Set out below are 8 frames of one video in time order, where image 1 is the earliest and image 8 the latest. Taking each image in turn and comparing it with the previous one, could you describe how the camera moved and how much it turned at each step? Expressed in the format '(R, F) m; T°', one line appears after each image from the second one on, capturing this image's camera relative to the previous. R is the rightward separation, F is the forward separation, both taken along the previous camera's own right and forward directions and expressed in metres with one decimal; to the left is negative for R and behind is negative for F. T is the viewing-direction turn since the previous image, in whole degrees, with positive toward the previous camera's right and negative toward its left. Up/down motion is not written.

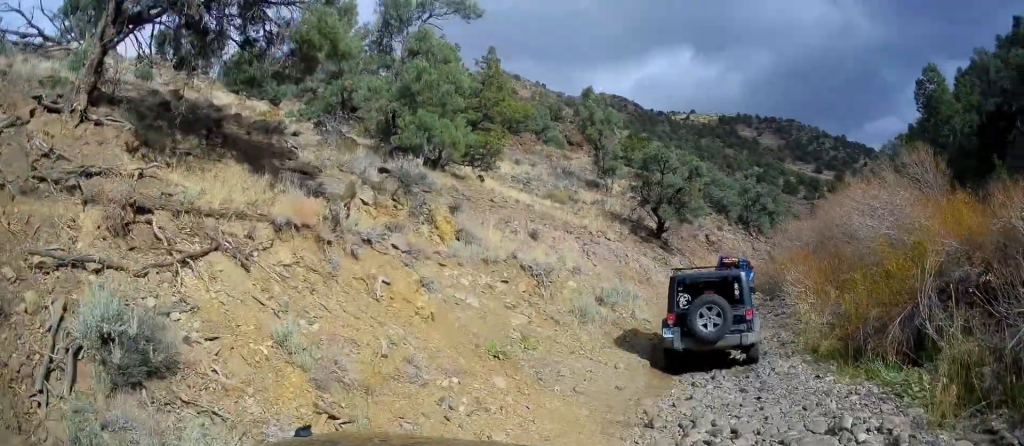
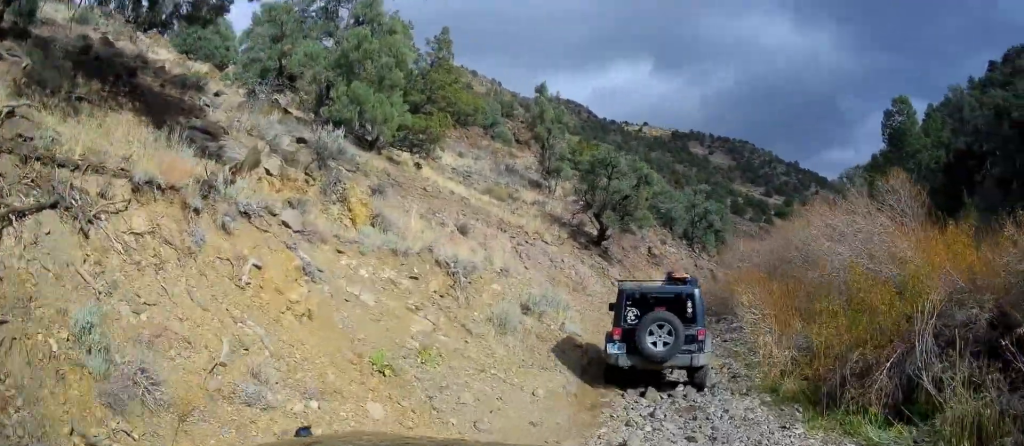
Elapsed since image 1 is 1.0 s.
(+0.1, +2.0) m; -1°
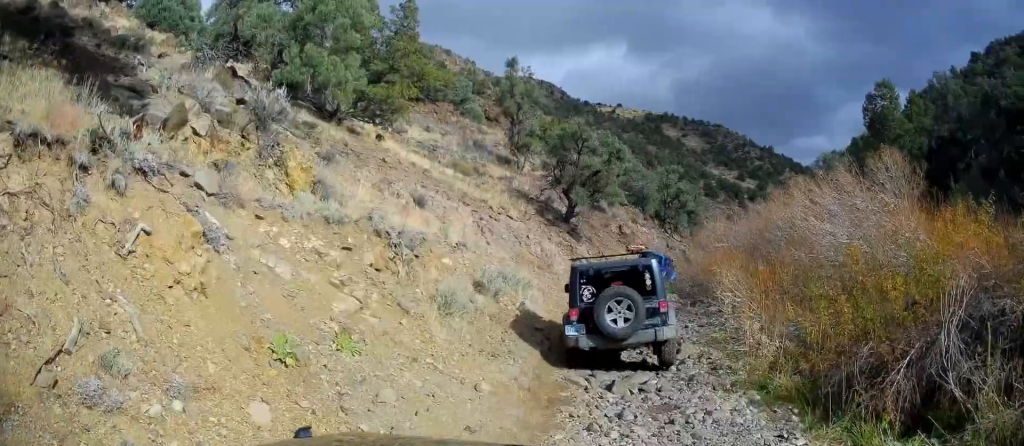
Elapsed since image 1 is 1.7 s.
(-0.1, +1.5) m; -2°
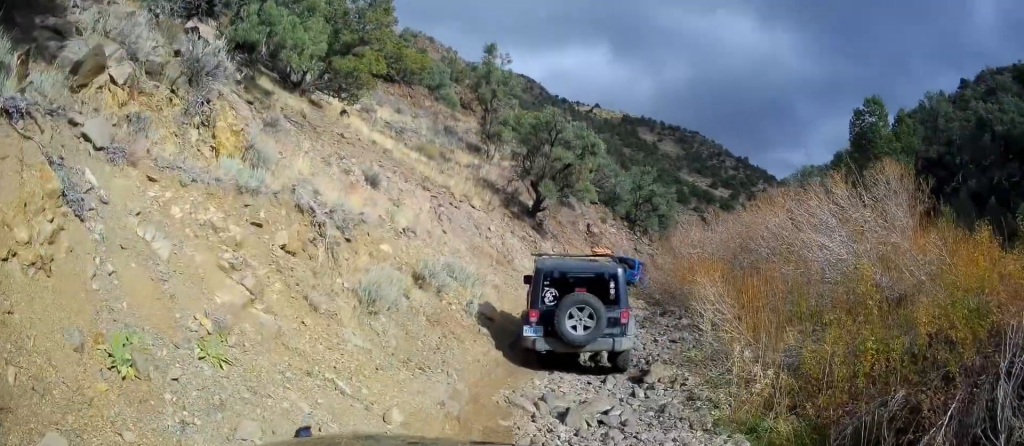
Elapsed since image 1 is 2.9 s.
(0.0, +1.9) m; +5°
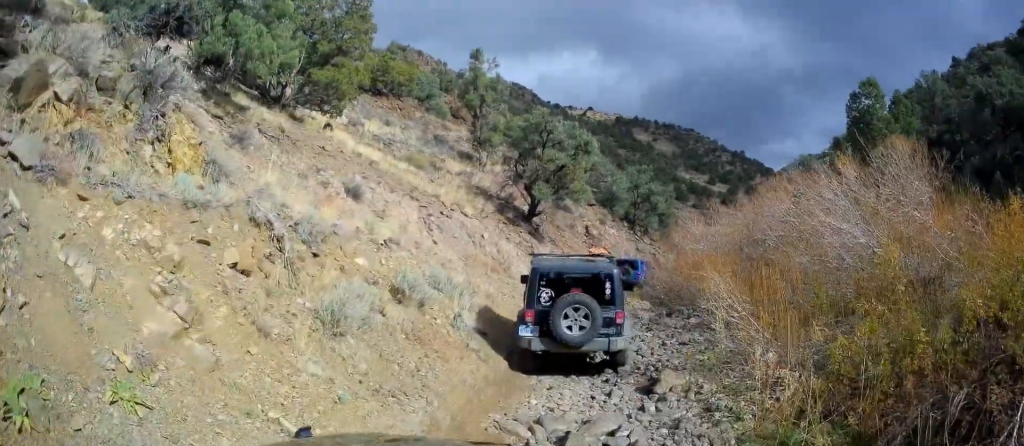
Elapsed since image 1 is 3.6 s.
(0.0, +1.1) m; +6°
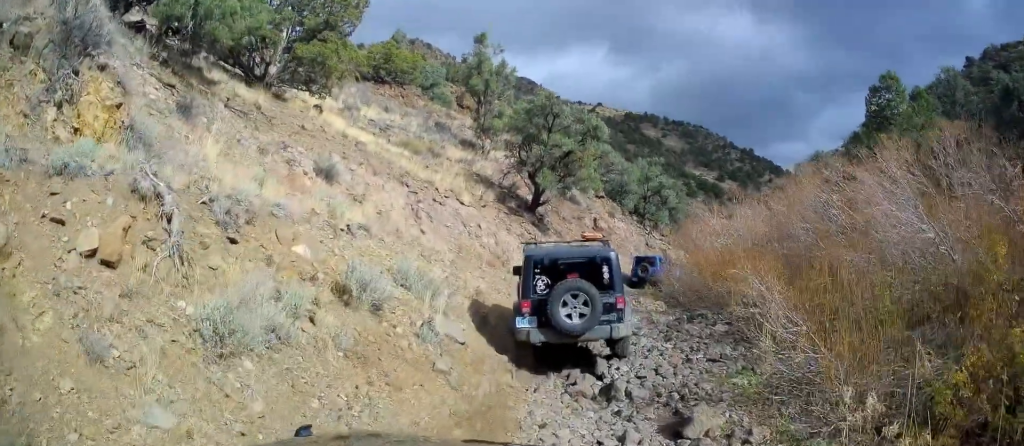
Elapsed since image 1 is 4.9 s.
(+0.2, +2.1) m; +6°
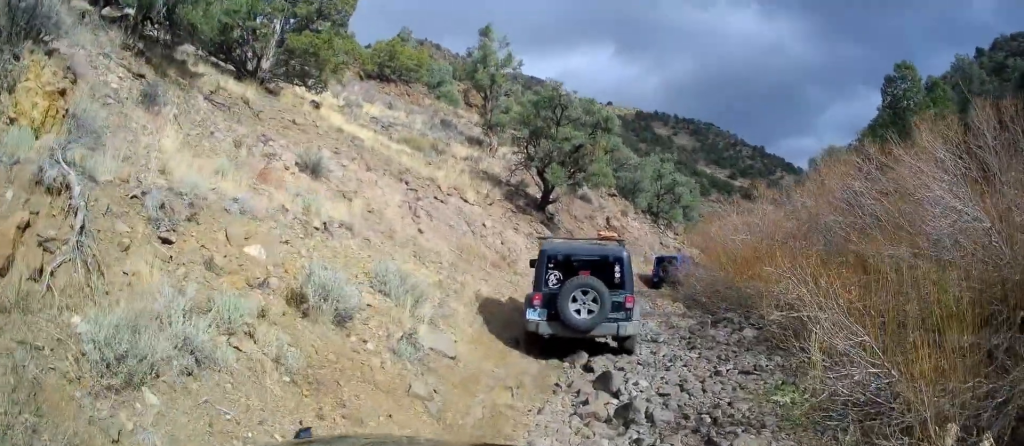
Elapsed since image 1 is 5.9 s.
(-0.1, +1.4) m; 0°
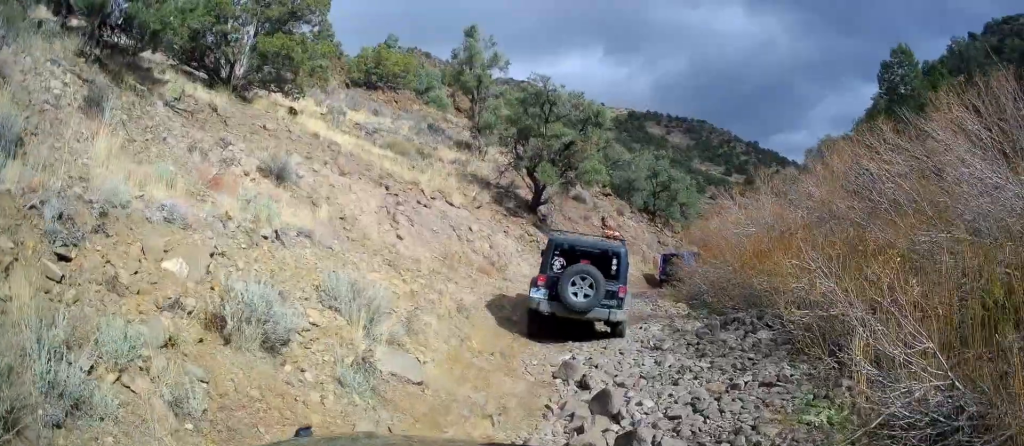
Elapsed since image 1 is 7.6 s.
(-0.8, +1.2) m; 0°
